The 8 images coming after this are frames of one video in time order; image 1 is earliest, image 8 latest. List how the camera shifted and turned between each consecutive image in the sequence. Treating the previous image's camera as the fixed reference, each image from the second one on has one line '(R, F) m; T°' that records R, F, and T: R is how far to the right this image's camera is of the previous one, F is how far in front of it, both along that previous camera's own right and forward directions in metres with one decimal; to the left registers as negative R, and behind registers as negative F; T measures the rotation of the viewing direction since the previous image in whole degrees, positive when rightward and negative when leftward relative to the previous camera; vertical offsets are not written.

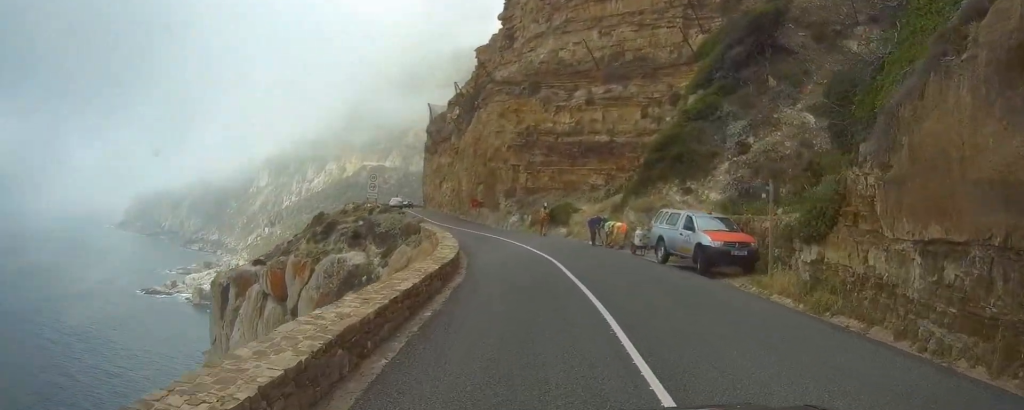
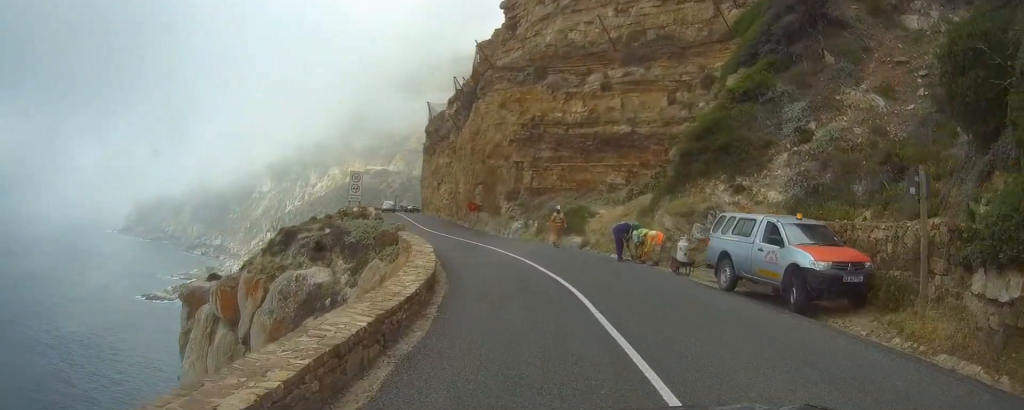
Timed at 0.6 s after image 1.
(+0.1, +7.0) m; 0°
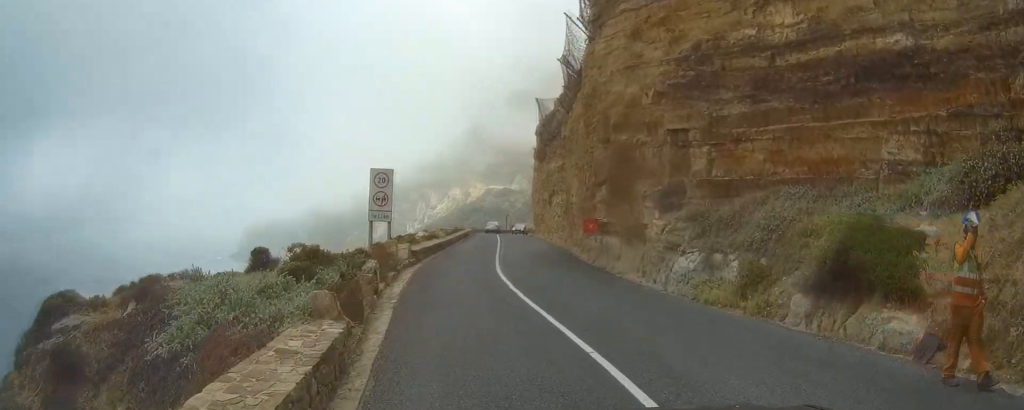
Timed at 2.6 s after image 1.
(-1.2, +21.1) m; -9°
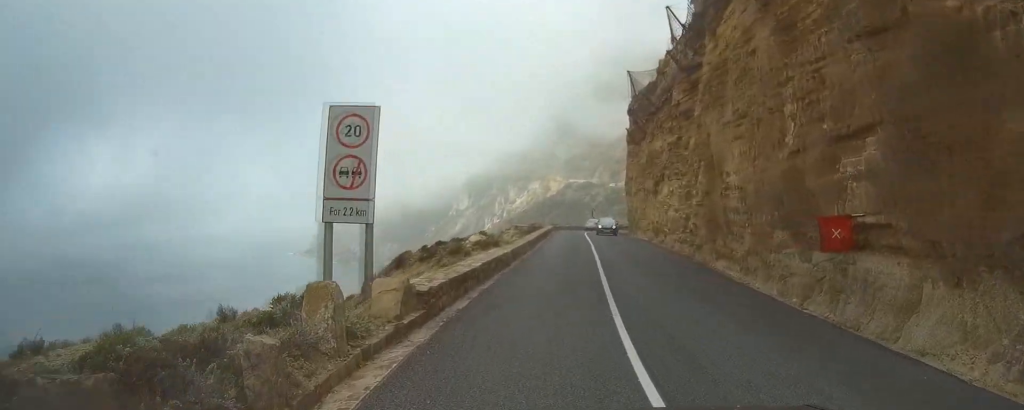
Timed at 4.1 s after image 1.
(-0.9, +15.0) m; -4°
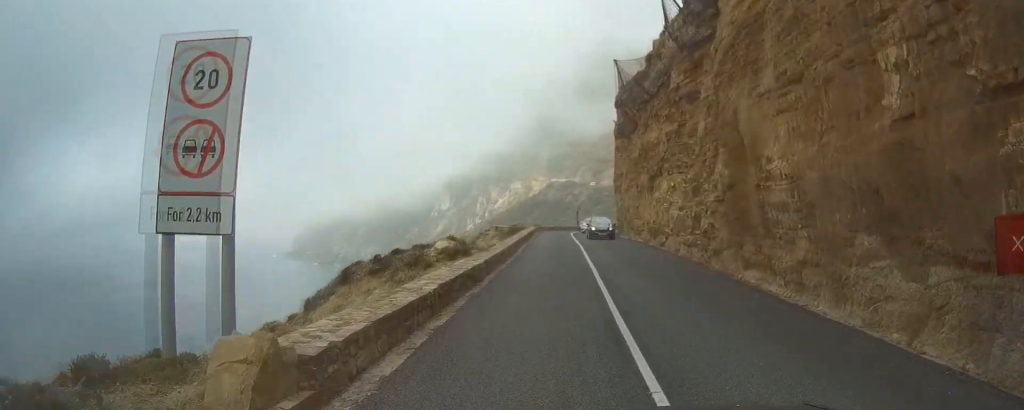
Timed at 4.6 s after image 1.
(0.0, +5.1) m; 0°
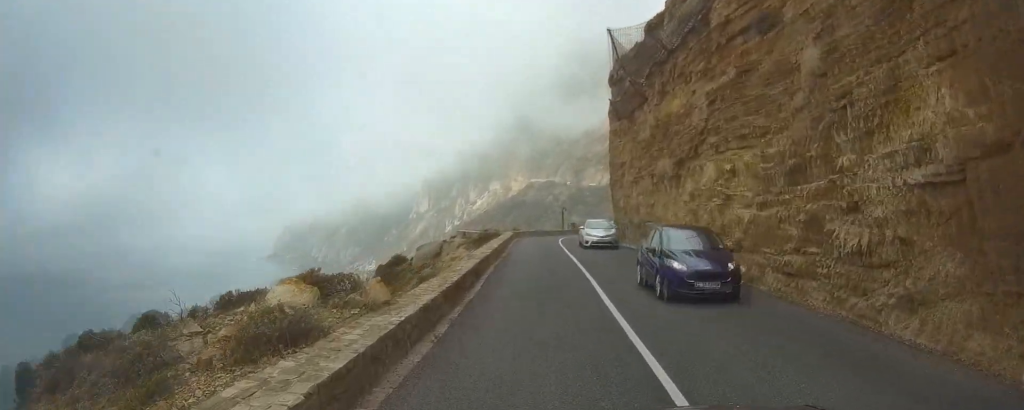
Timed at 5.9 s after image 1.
(-0.1, +13.2) m; -1°
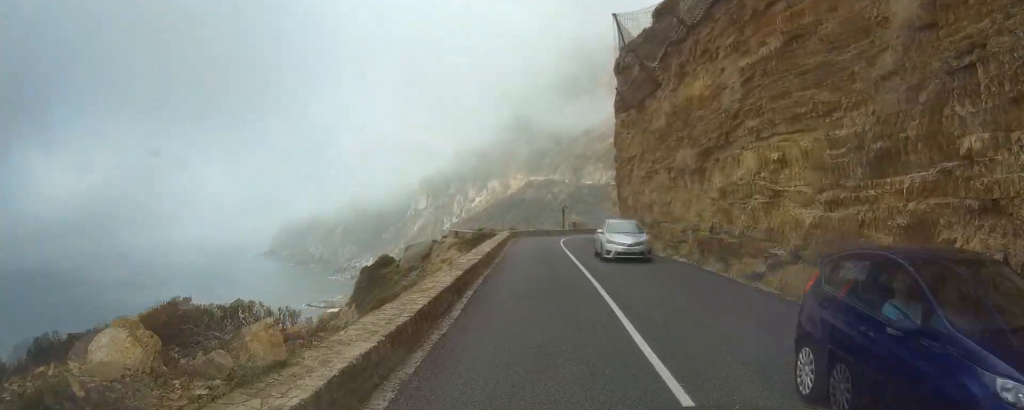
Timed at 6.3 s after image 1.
(-0.1, +4.4) m; 0°
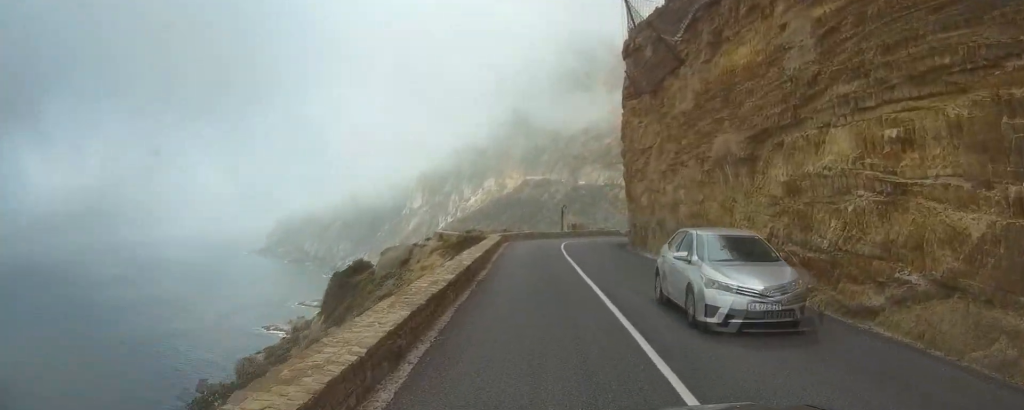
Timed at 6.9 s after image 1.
(0.0, +6.3) m; +1°
